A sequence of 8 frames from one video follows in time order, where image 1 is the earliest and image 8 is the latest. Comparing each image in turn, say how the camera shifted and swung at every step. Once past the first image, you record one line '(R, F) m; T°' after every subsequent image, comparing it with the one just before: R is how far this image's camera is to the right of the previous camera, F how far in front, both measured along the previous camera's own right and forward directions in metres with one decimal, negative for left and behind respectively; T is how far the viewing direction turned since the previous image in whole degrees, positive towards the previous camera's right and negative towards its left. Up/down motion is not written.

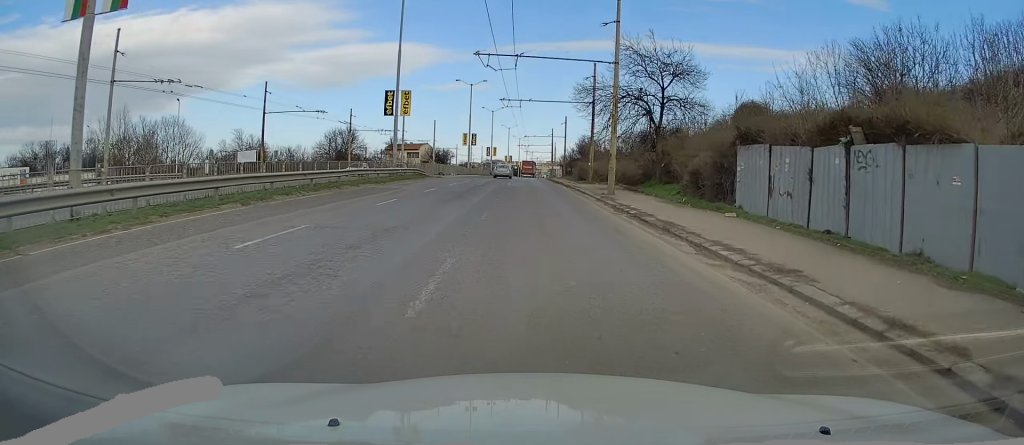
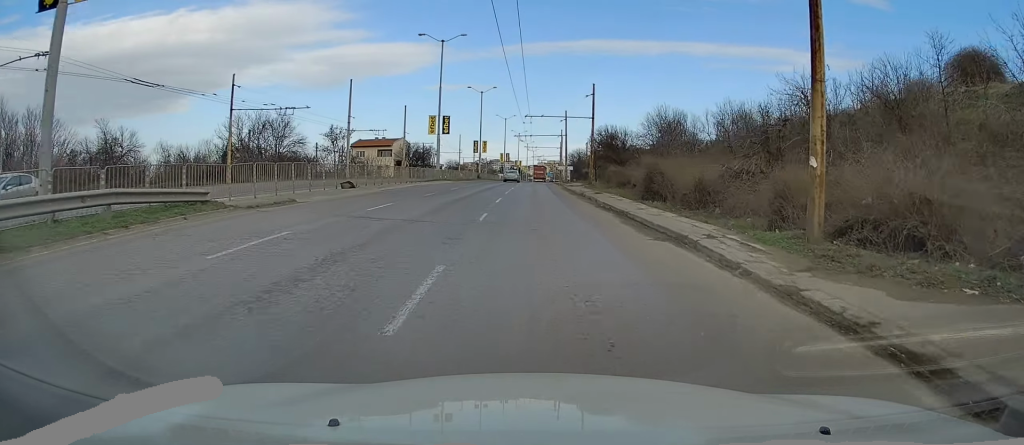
(+0.8, +37.0) m; +1°
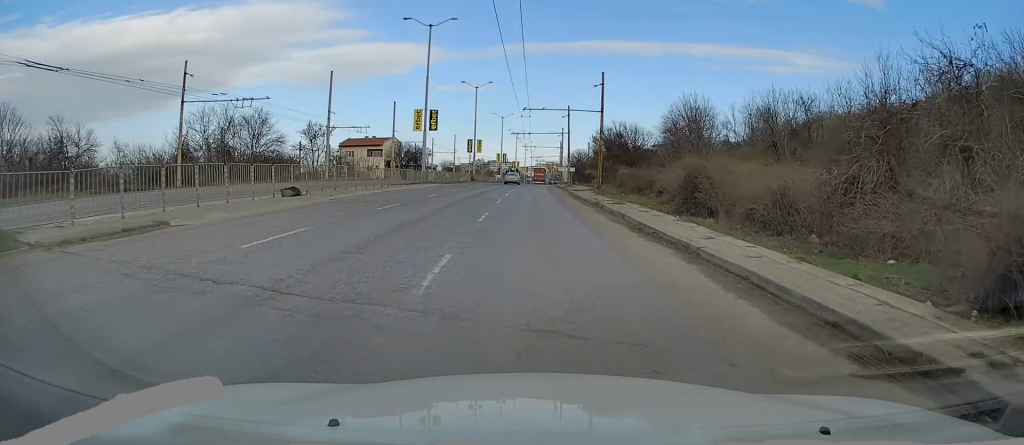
(-0.2, +7.8) m; -1°
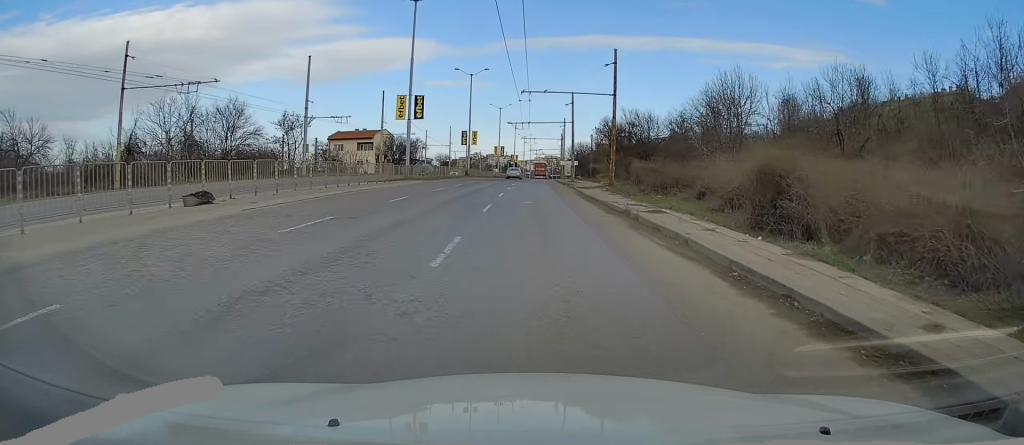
(-0.1, +7.3) m; 0°
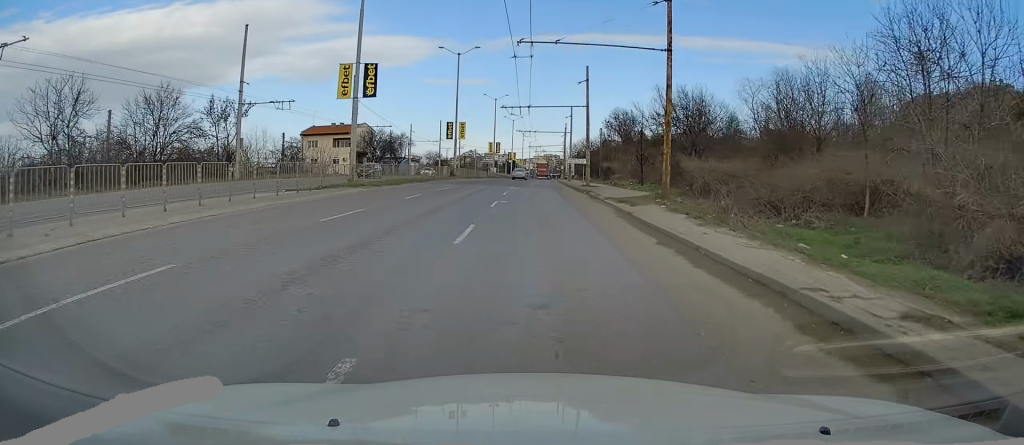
(+0.2, +15.7) m; +2°
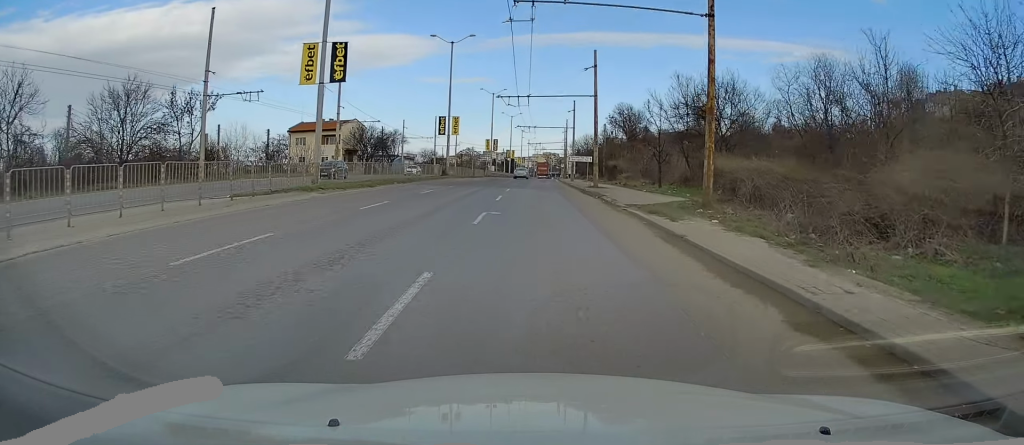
(+0.1, +5.9) m; +1°
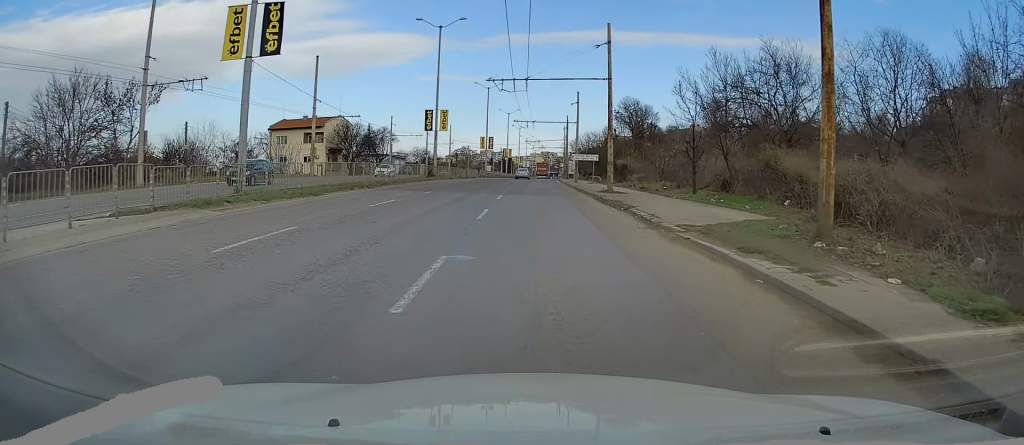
(+0.1, +7.9) m; 0°
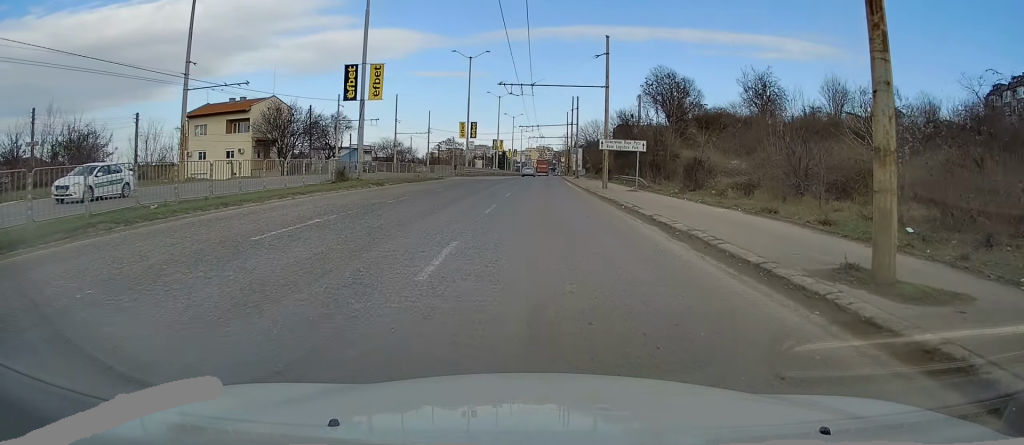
(-0.7, +26.0) m; -1°
